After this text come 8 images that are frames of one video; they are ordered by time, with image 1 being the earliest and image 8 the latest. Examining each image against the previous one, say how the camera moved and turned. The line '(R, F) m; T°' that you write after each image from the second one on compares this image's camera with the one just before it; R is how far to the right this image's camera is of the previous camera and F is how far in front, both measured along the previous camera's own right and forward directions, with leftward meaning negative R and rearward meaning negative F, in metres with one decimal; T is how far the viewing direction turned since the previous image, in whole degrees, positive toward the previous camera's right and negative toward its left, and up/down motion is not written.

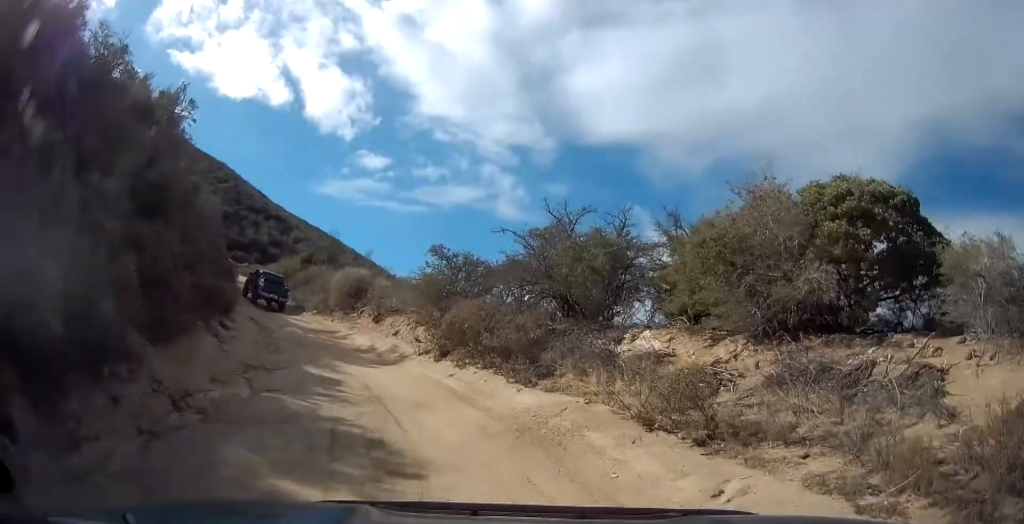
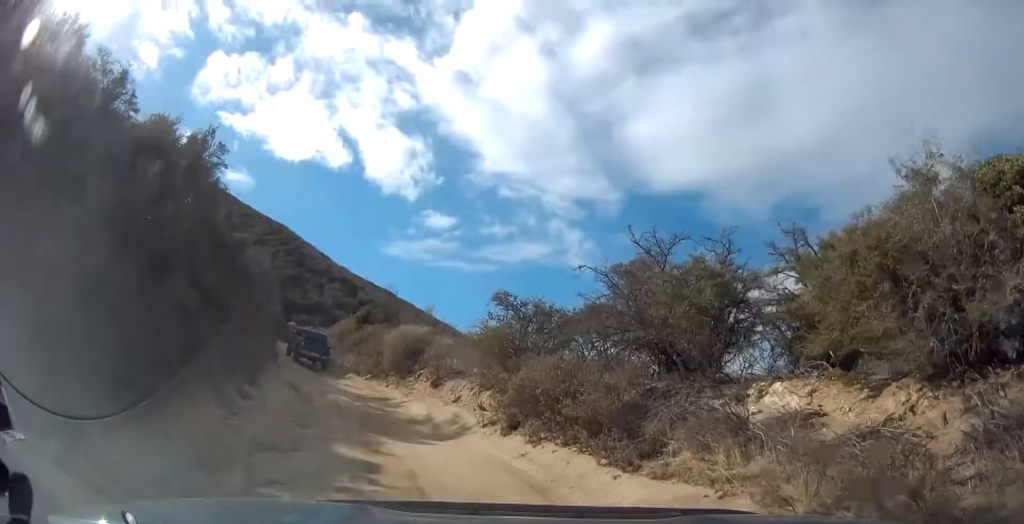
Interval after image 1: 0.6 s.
(-0.2, +3.1) m; -8°
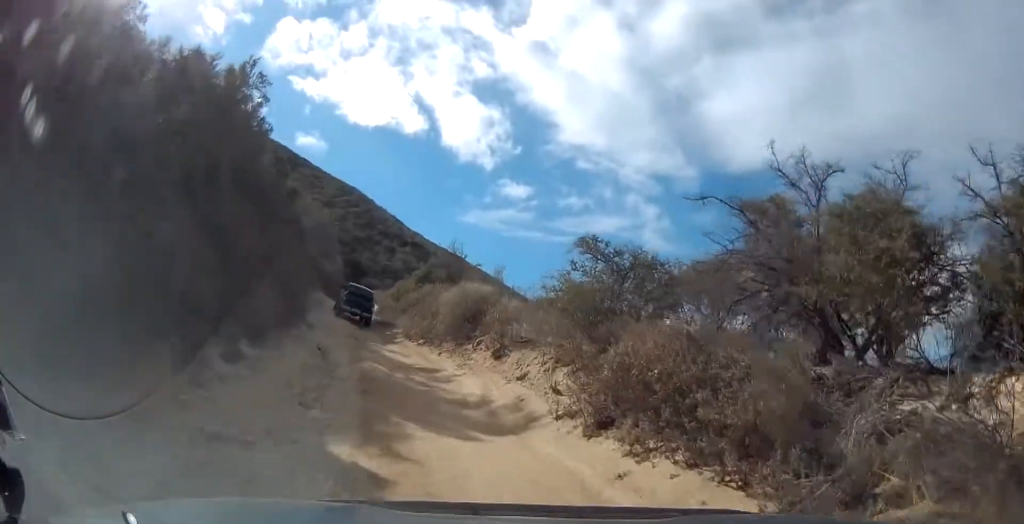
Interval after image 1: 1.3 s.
(-0.4, +3.7) m; -6°
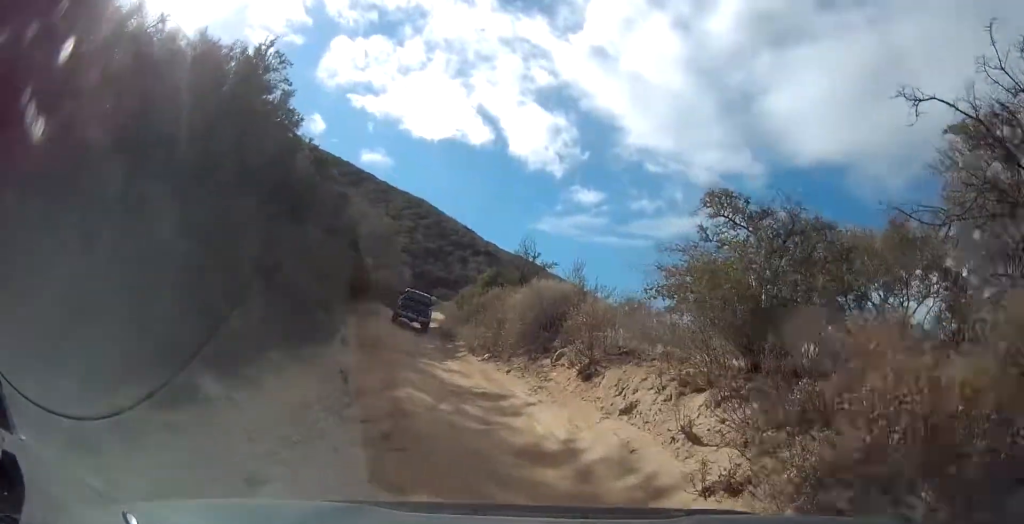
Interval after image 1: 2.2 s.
(-0.1, +4.2) m; -7°
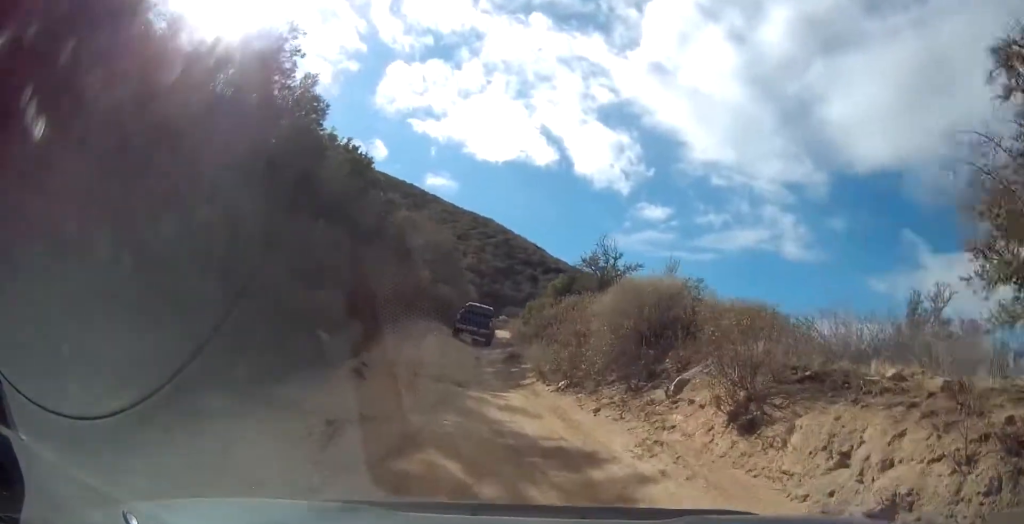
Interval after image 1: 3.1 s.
(-0.5, +4.7) m; -7°
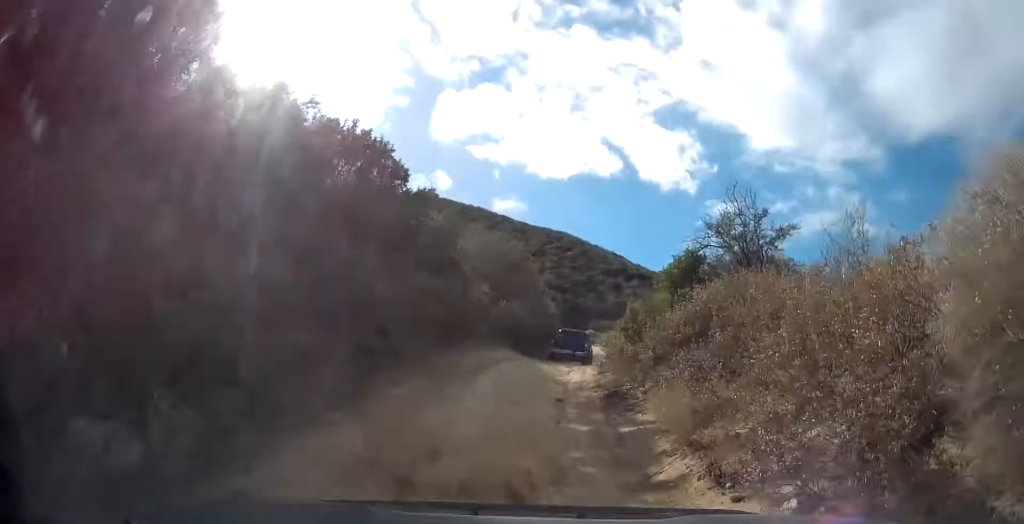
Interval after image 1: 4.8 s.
(-0.7, +8.3) m; -10°
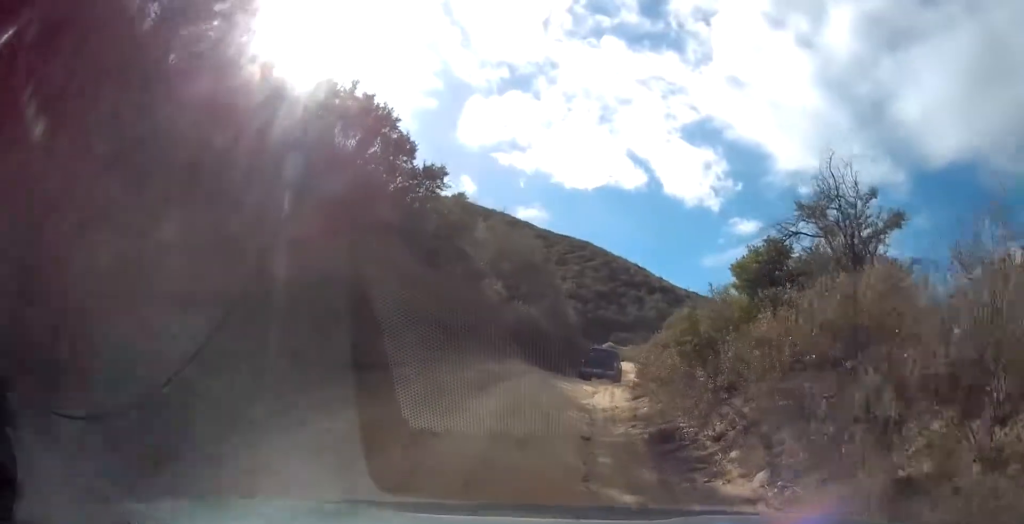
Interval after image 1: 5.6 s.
(-0.3, +4.0) m; -1°
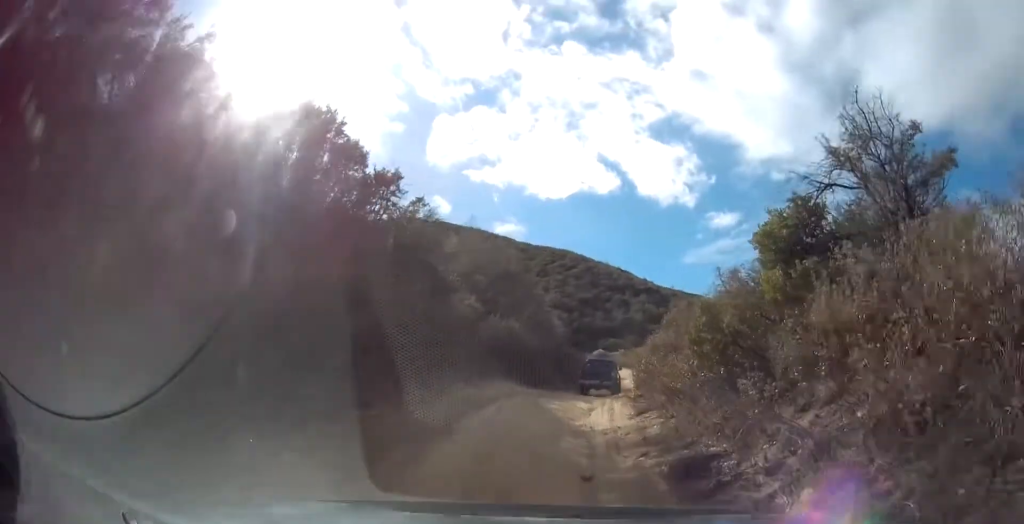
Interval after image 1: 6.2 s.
(+0.2, +2.7) m; +1°
